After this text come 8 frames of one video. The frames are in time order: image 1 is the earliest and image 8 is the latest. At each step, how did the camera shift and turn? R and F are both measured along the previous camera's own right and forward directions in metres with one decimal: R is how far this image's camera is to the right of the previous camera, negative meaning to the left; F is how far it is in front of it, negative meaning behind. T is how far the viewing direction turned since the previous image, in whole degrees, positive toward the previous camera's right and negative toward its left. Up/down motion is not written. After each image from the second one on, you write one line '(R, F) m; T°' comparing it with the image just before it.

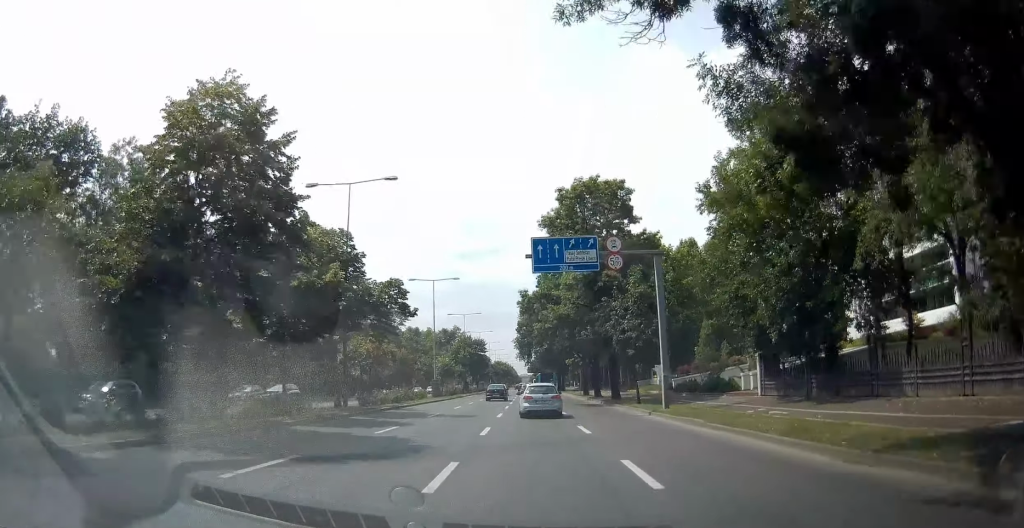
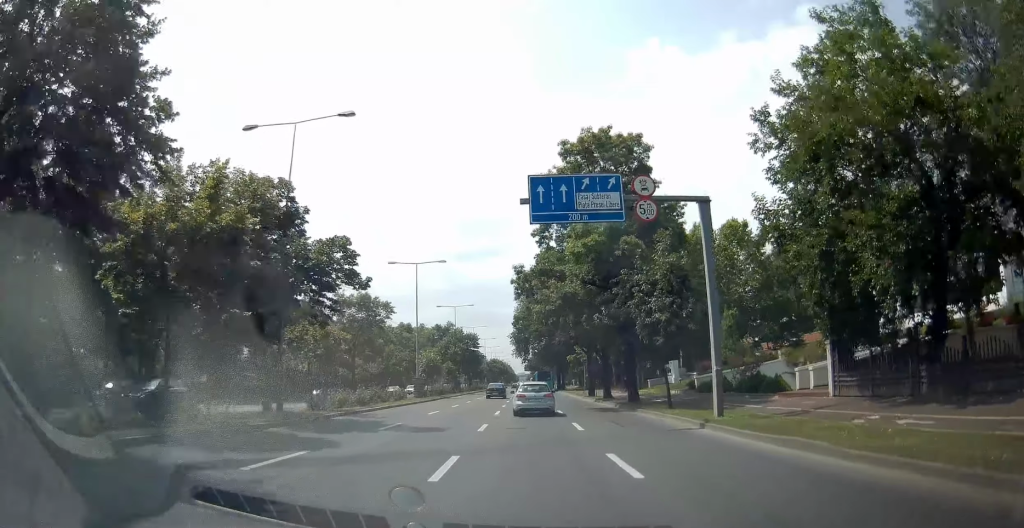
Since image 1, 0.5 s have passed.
(-0.2, +7.6) m; -1°
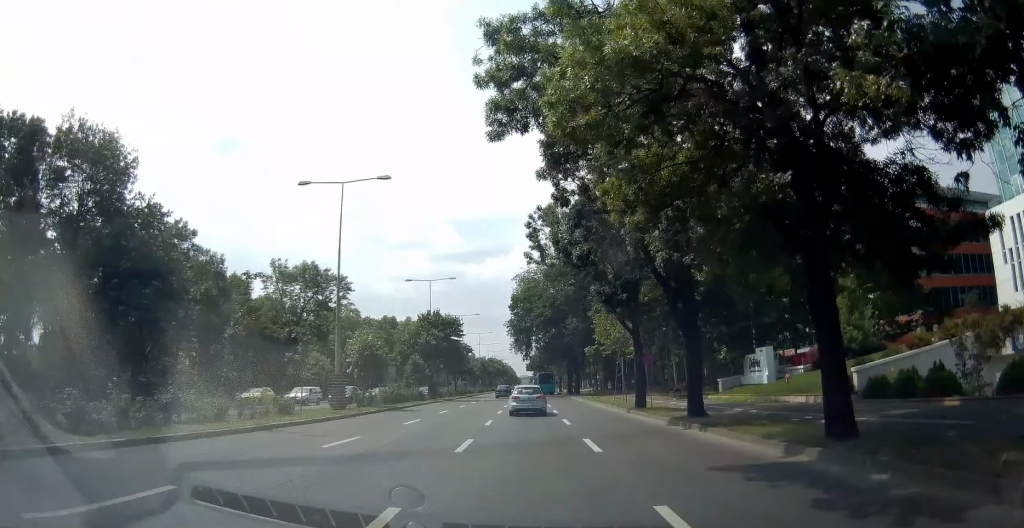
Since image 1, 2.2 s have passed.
(-0.2, +22.9) m; -1°
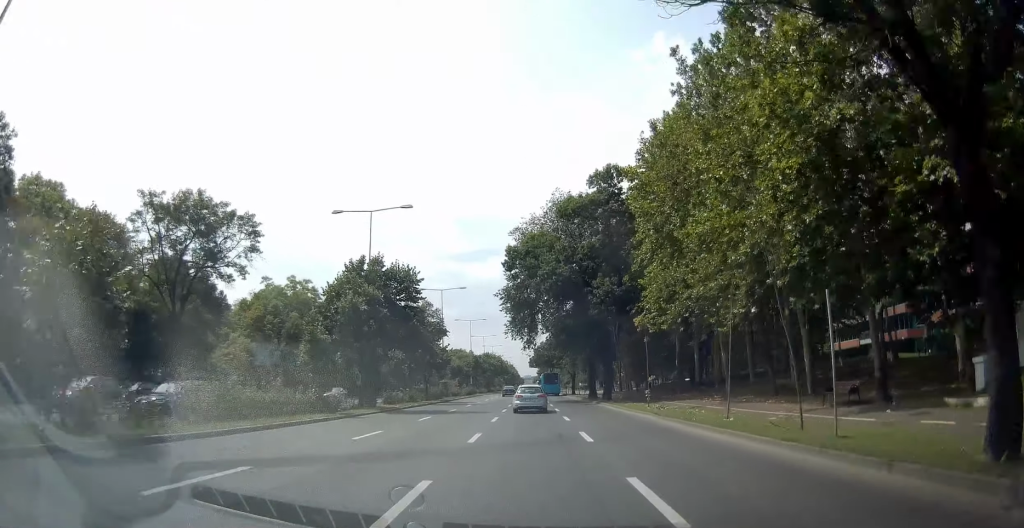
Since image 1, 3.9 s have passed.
(0.0, +25.1) m; 0°
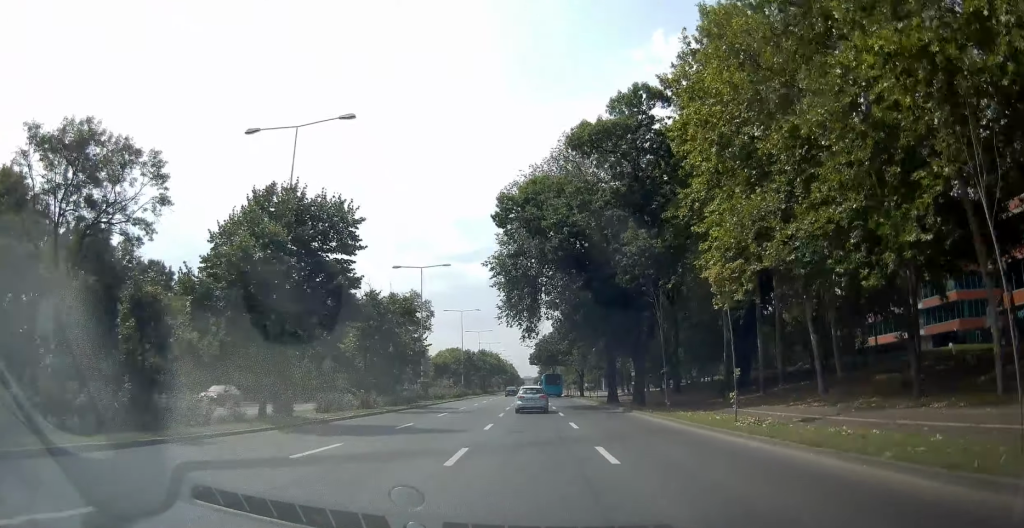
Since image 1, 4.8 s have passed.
(0.0, +13.0) m; +1°
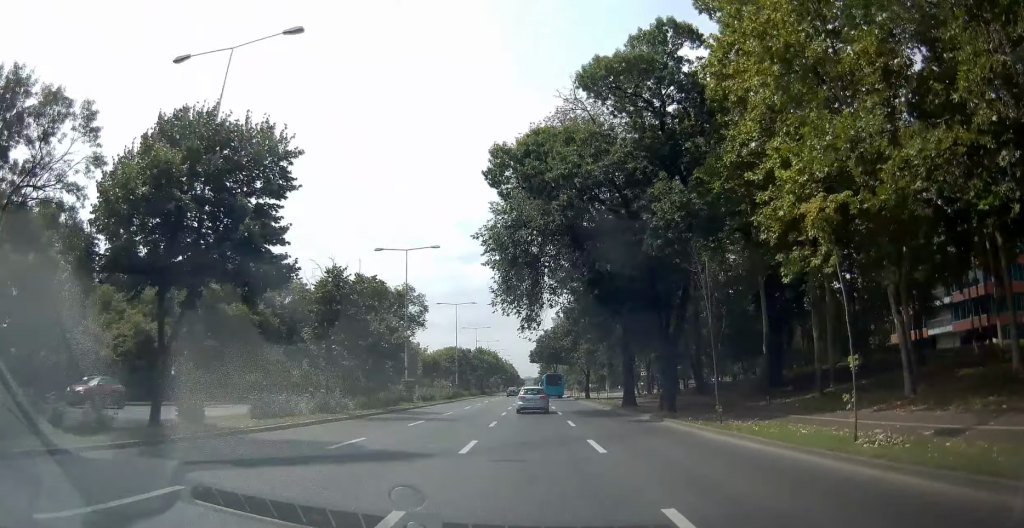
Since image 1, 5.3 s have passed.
(+0.1, +7.1) m; 0°
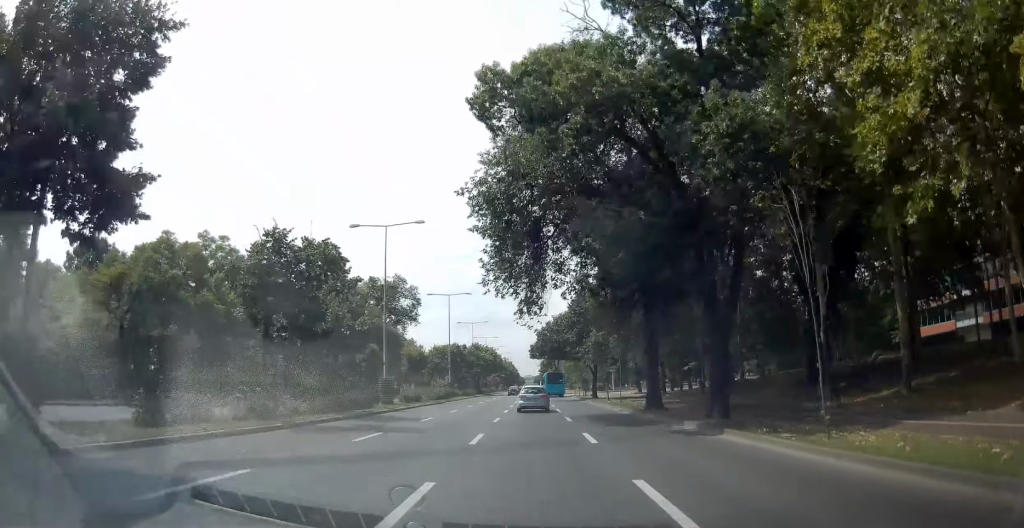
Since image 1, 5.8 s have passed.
(+0.1, +6.8) m; 0°
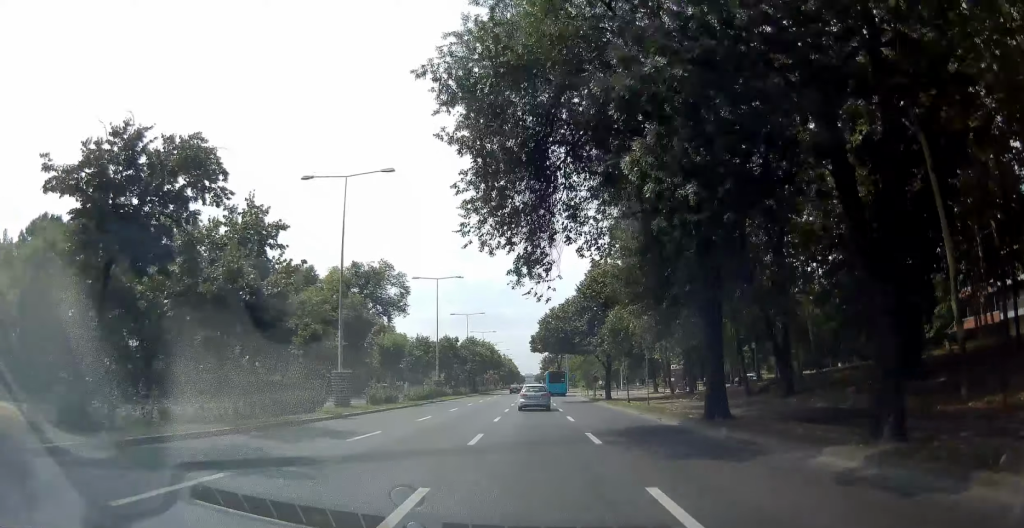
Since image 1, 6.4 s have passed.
(-0.1, +9.8) m; 0°
